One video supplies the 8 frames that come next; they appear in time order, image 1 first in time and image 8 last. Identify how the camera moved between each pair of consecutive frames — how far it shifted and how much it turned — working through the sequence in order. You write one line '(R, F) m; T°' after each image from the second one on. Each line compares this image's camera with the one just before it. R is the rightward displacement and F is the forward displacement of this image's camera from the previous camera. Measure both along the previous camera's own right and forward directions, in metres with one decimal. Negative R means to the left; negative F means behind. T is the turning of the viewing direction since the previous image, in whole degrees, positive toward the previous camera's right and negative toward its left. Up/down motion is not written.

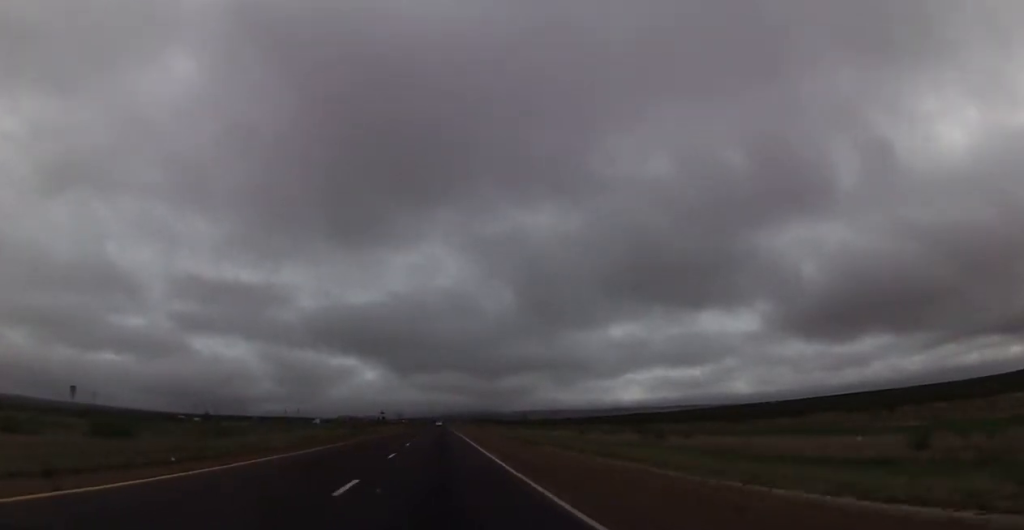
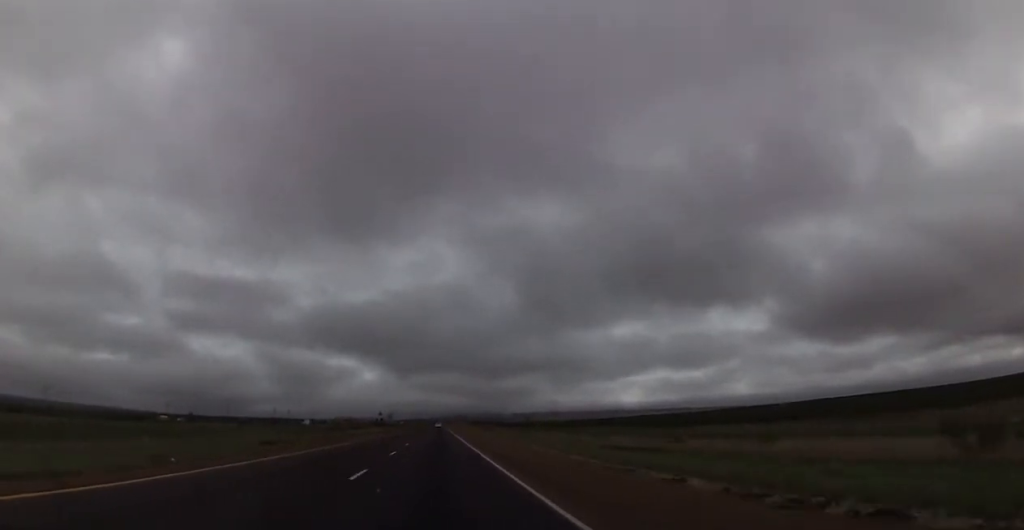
(-0.2, +32.9) m; 0°
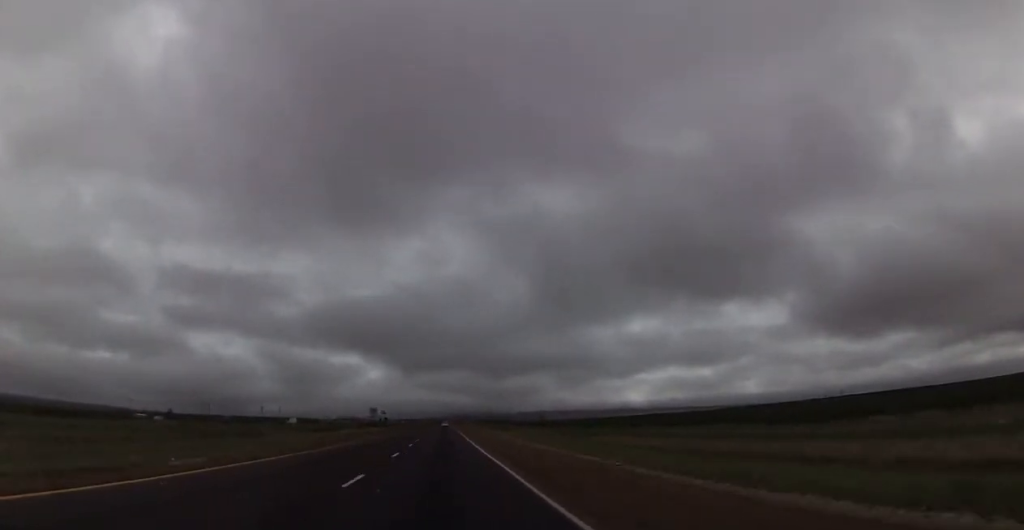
(-0.2, +50.5) m; 0°
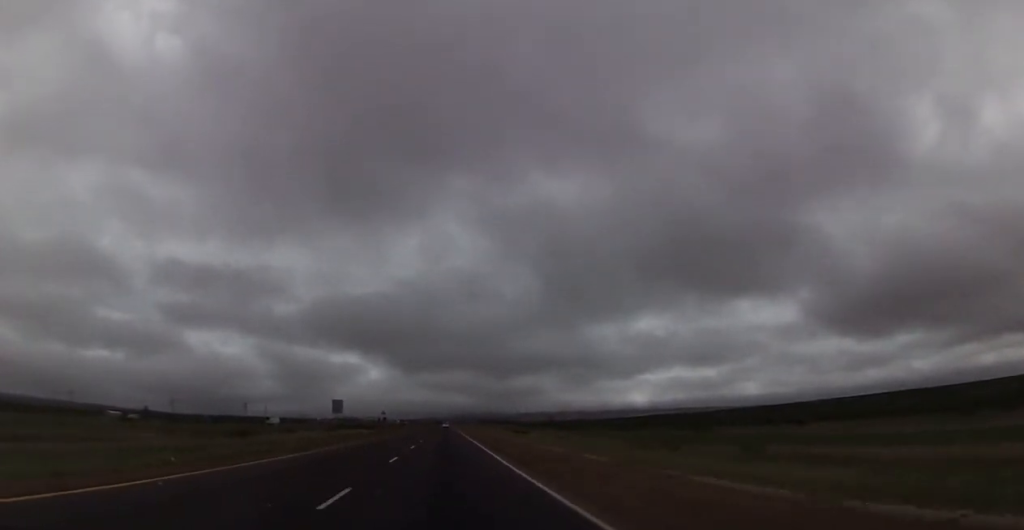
(0.0, +40.0) m; 0°
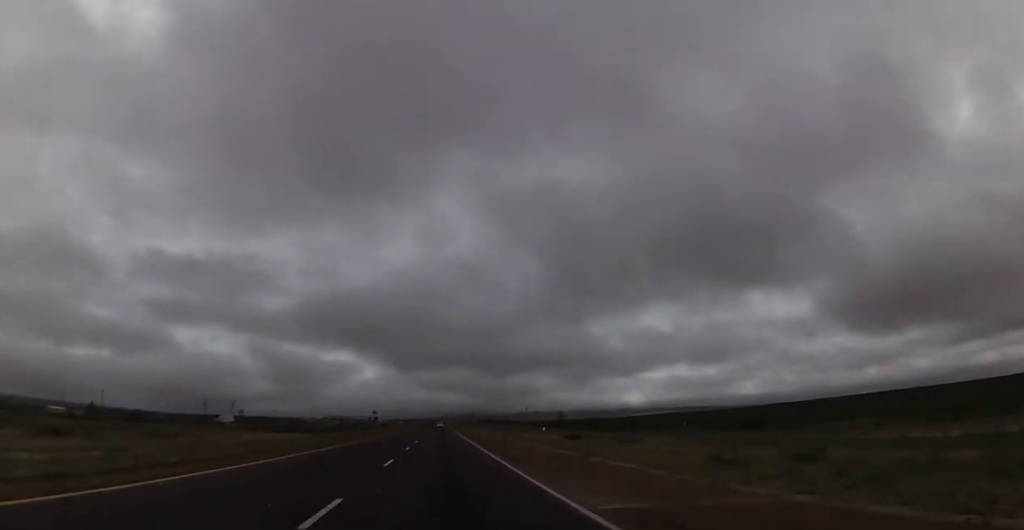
(-0.1, +62.3) m; 0°
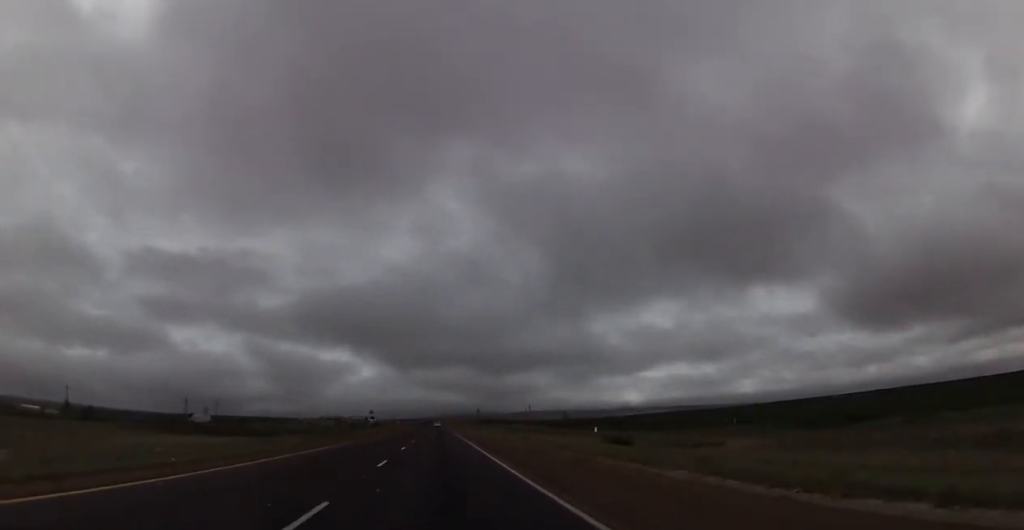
(+0.1, +24.8) m; 0°
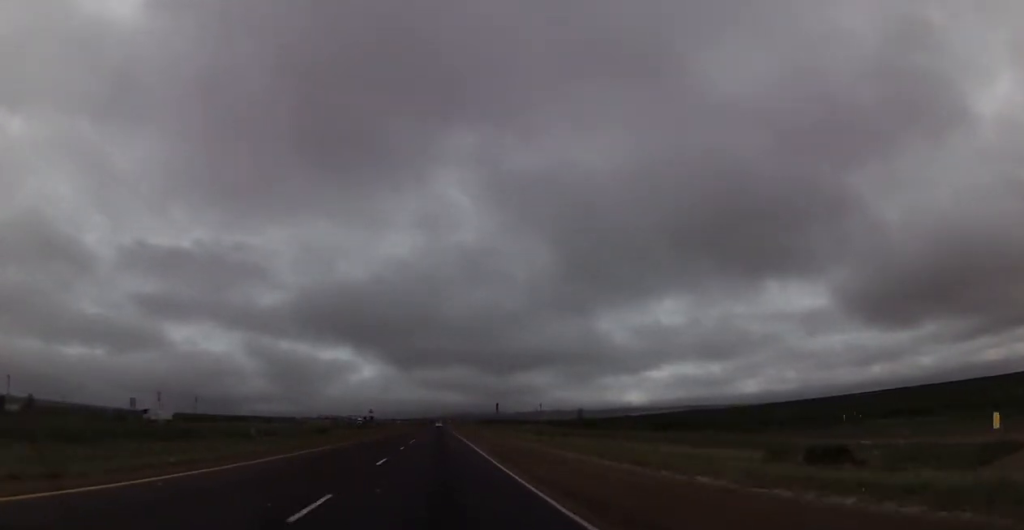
(0.0, +35.3) m; 0°
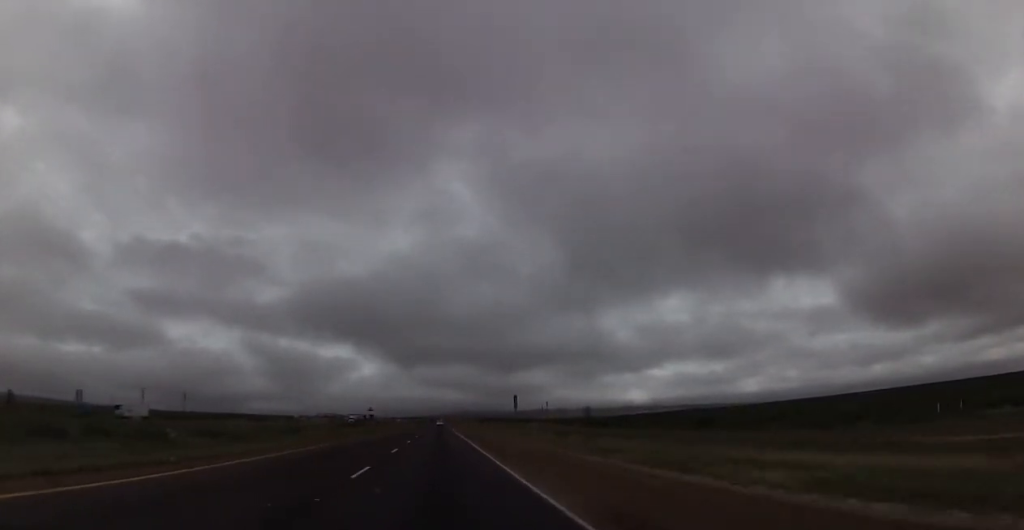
(0.0, +17.7) m; 0°
